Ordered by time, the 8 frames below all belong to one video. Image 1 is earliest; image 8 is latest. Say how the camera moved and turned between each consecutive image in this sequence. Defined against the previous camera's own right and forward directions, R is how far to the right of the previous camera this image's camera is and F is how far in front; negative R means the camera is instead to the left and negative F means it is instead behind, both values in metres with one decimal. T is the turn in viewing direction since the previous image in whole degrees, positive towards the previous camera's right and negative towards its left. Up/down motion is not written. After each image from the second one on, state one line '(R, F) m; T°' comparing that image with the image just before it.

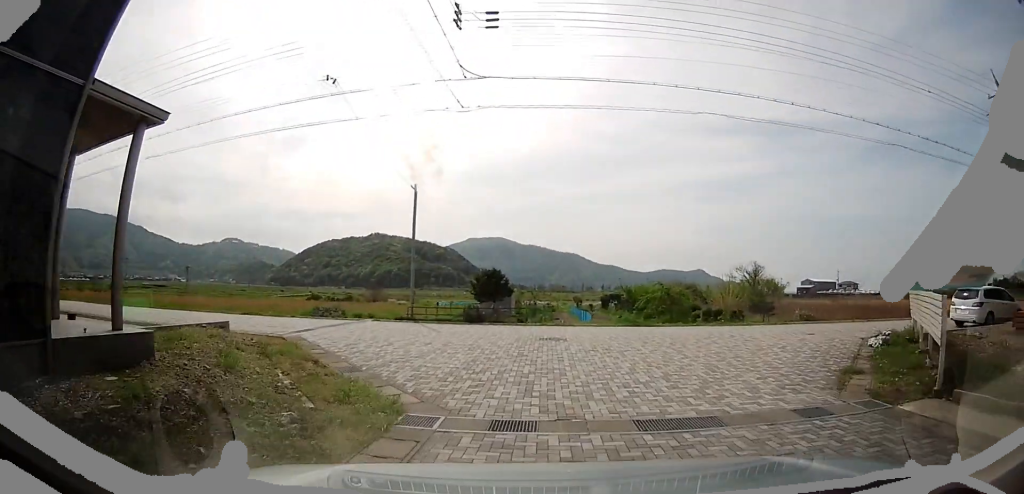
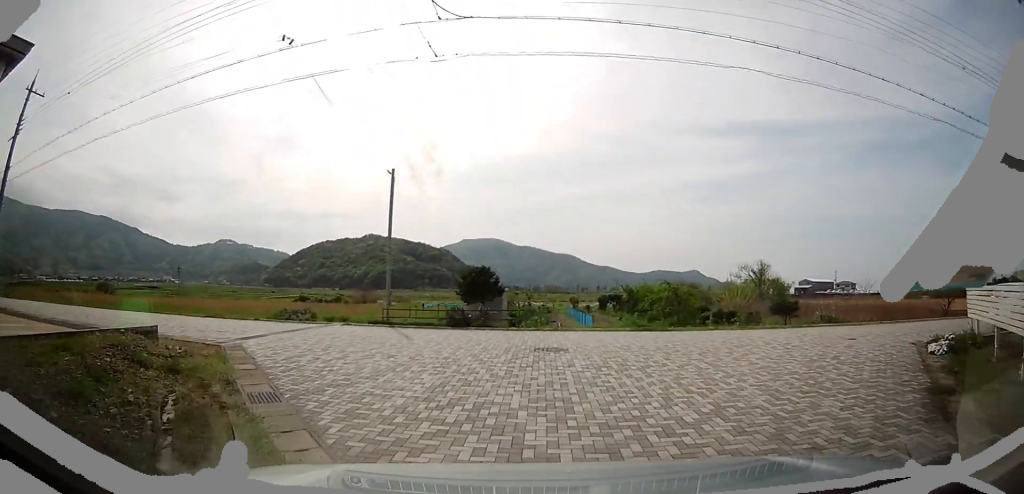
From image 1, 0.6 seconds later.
(0.0, +2.4) m; 0°
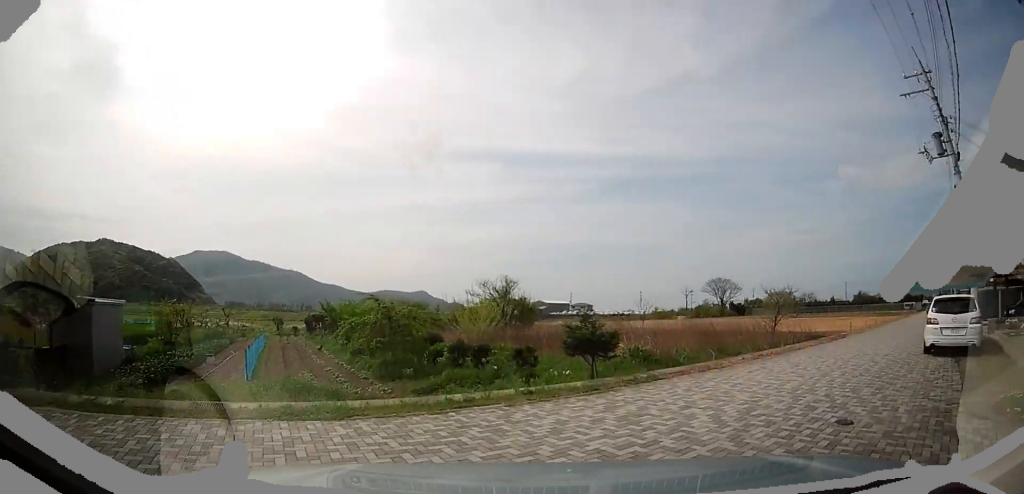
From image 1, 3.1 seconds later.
(+4.8, +8.2) m; +52°
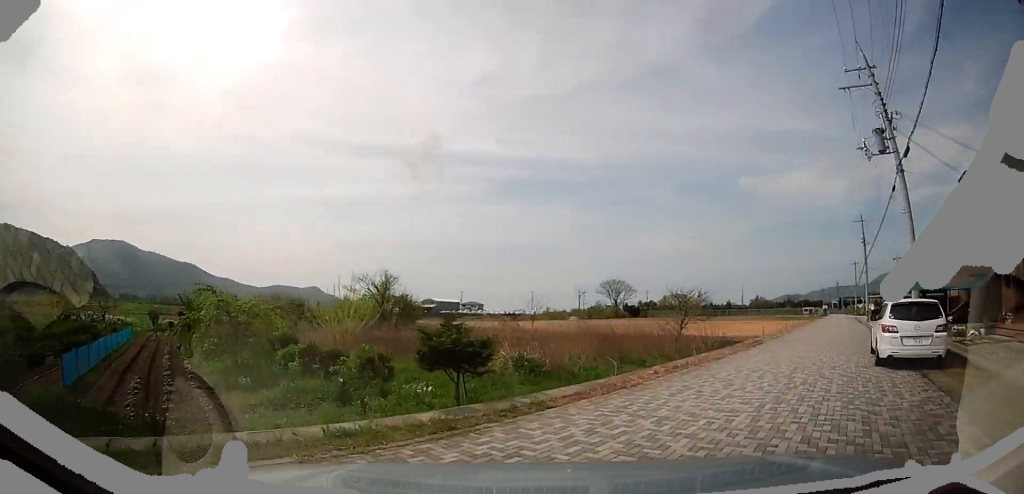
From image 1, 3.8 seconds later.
(0.0, +2.7) m; +6°
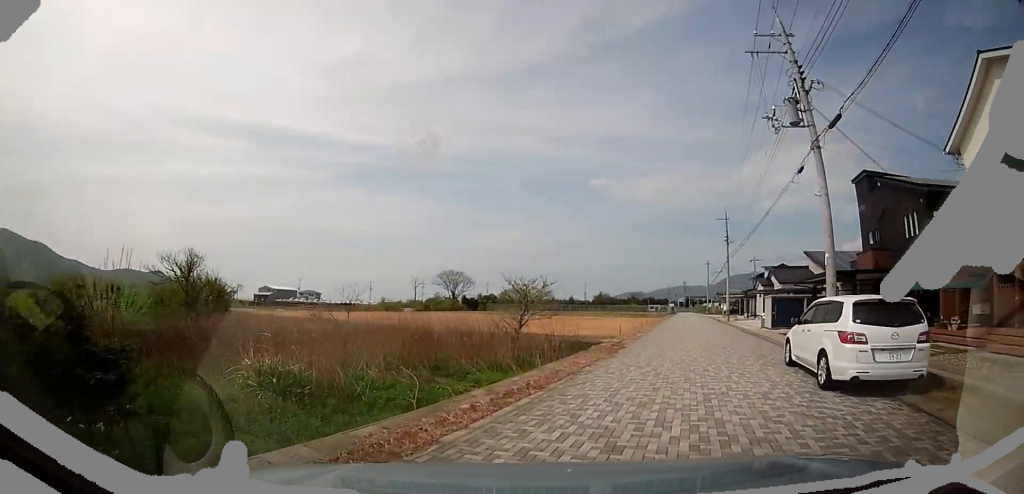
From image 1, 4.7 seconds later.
(+0.2, +4.1) m; +17°
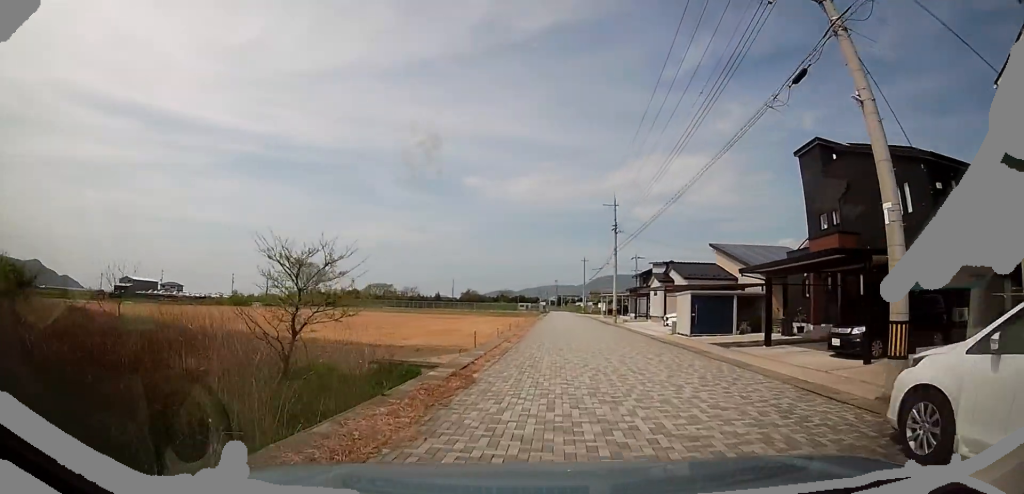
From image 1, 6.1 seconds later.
(+0.8, +8.0) m; +3°
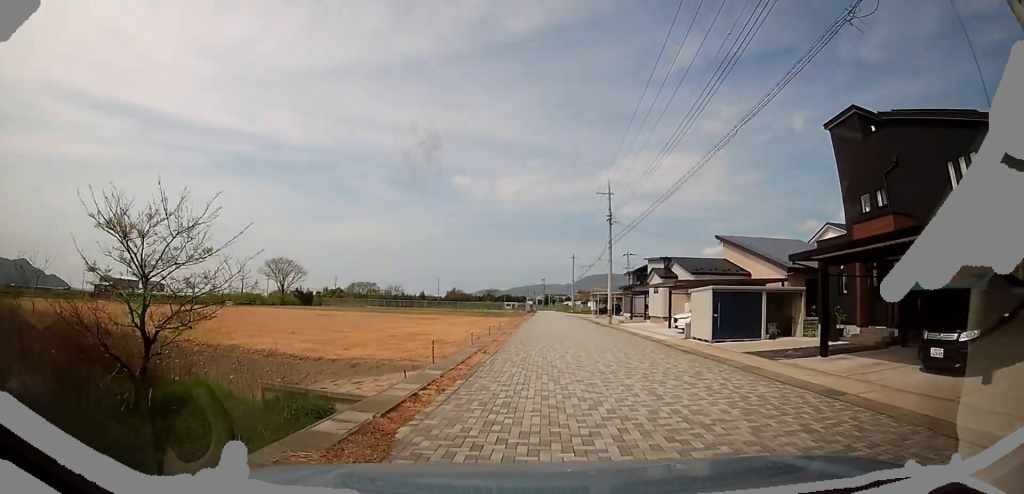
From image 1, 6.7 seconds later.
(-0.3, +3.9) m; +2°
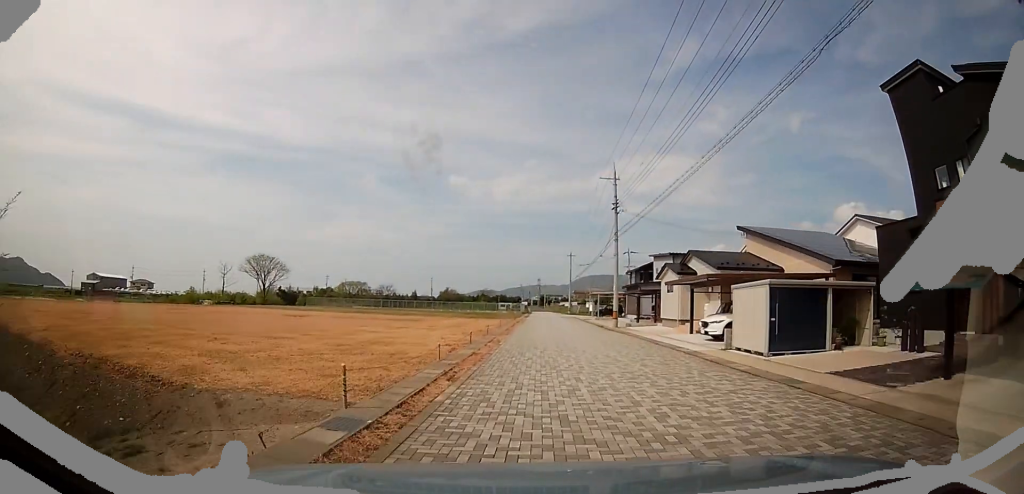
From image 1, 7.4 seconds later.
(+0.7, +4.5) m; +8°
